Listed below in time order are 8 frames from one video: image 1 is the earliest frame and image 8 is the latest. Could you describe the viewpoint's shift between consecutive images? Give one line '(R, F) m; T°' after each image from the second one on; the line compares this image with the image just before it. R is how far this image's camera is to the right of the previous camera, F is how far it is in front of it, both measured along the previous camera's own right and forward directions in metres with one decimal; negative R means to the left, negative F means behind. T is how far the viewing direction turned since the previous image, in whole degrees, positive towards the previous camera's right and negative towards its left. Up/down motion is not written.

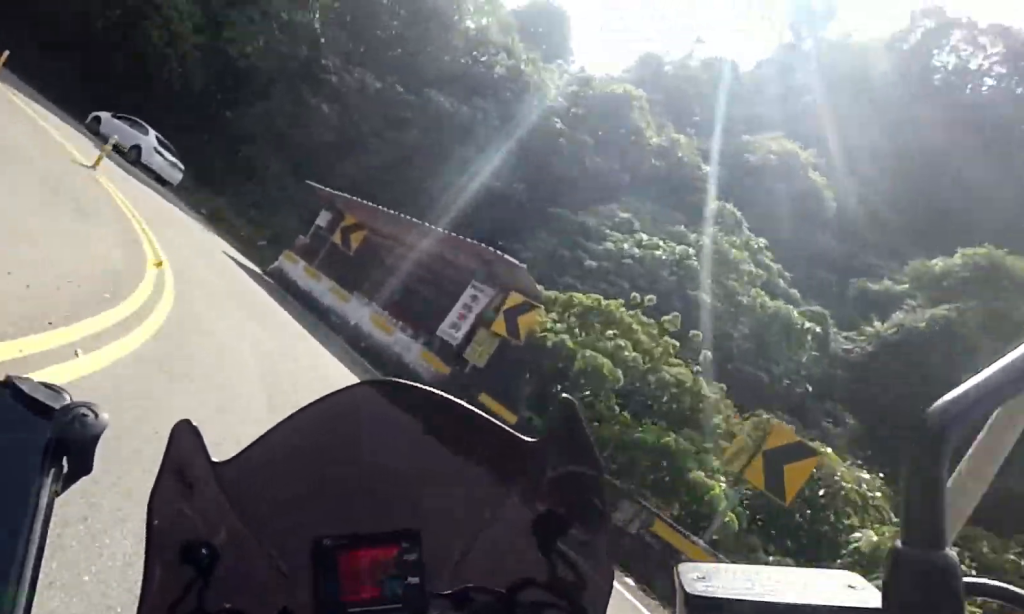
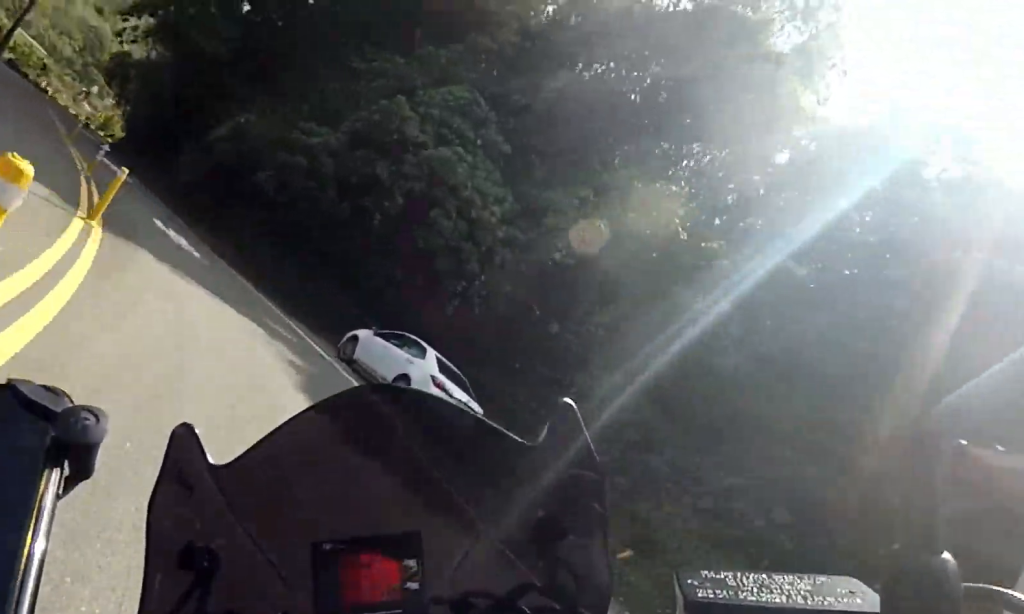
(-0.7, +13.4) m; -20°
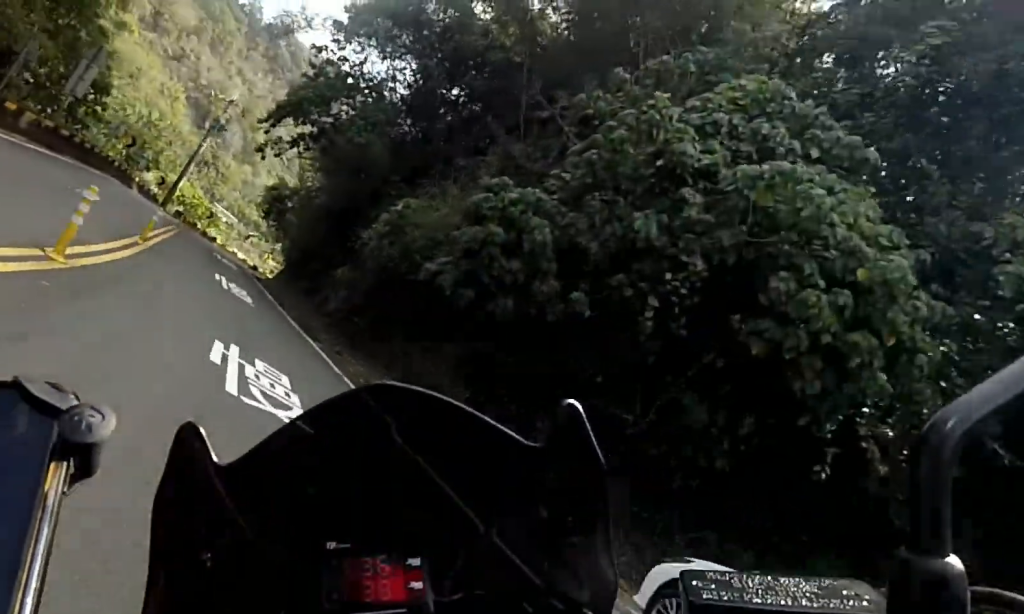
(-2.0, +8.7) m; -22°
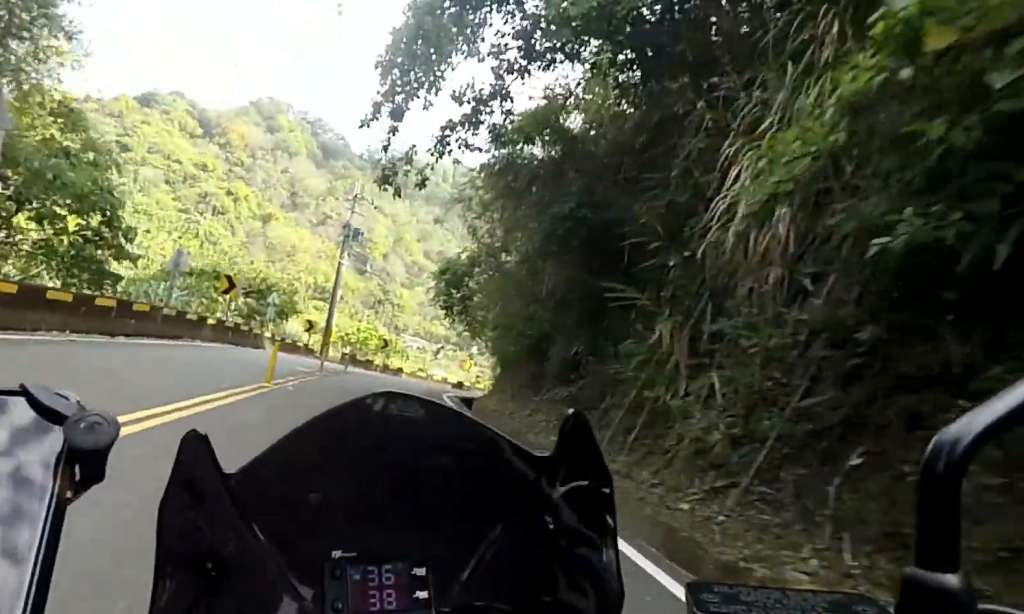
(-3.7, +13.0) m; -19°
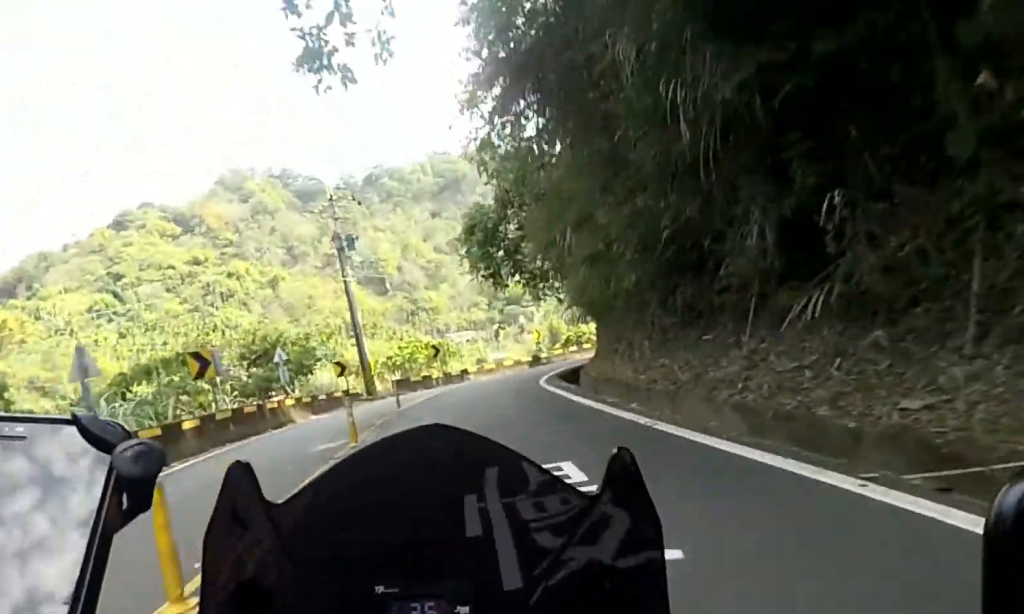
(-0.4, +6.4) m; -3°
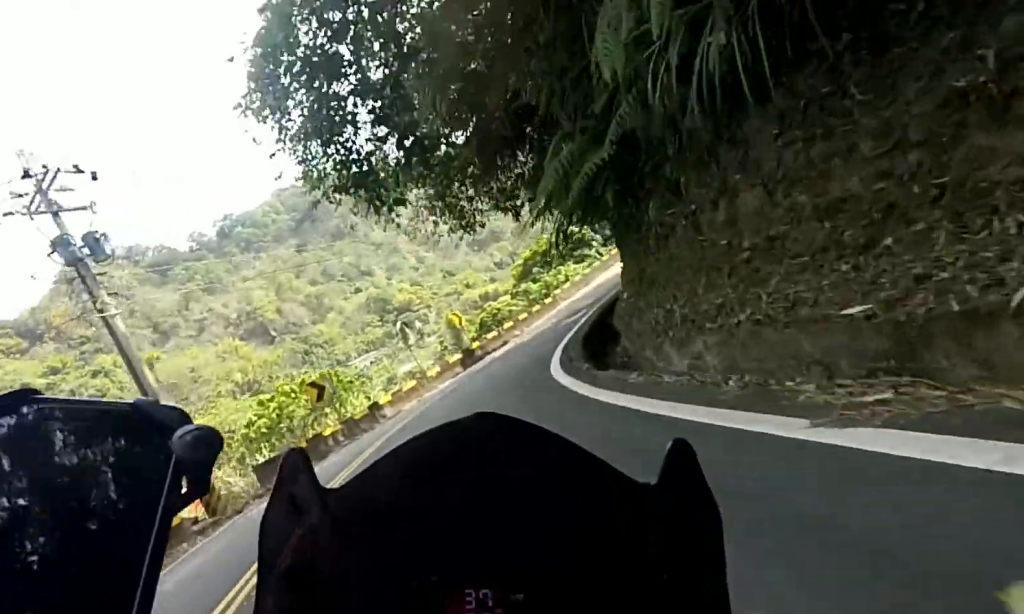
(0.0, +12.8) m; +4°
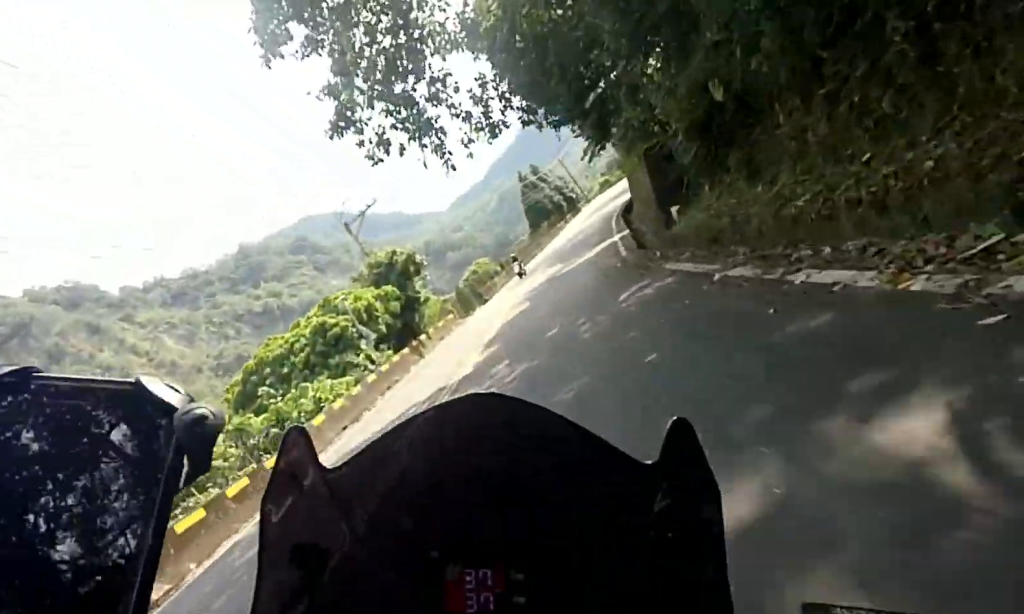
(+5.1, +20.5) m; +28°
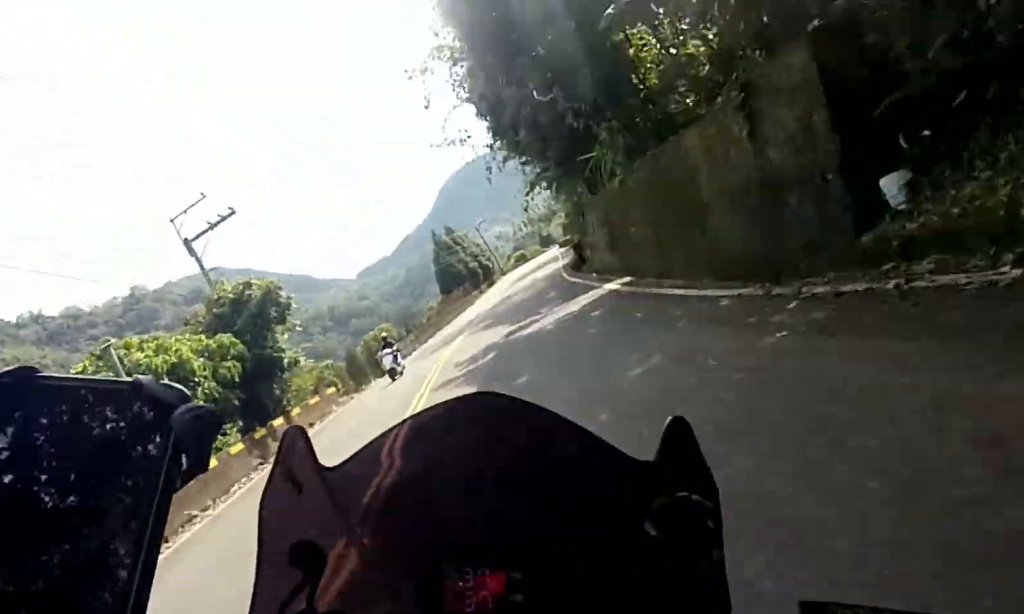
(+1.8, +12.0) m; +9°
